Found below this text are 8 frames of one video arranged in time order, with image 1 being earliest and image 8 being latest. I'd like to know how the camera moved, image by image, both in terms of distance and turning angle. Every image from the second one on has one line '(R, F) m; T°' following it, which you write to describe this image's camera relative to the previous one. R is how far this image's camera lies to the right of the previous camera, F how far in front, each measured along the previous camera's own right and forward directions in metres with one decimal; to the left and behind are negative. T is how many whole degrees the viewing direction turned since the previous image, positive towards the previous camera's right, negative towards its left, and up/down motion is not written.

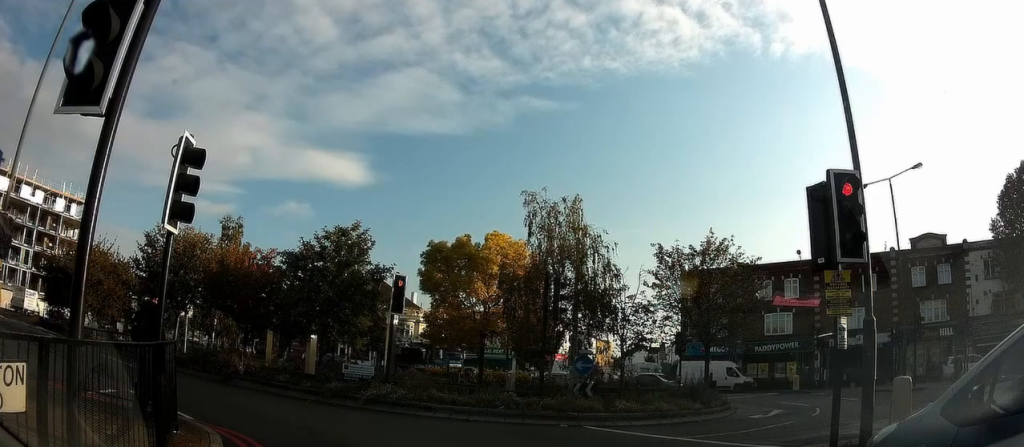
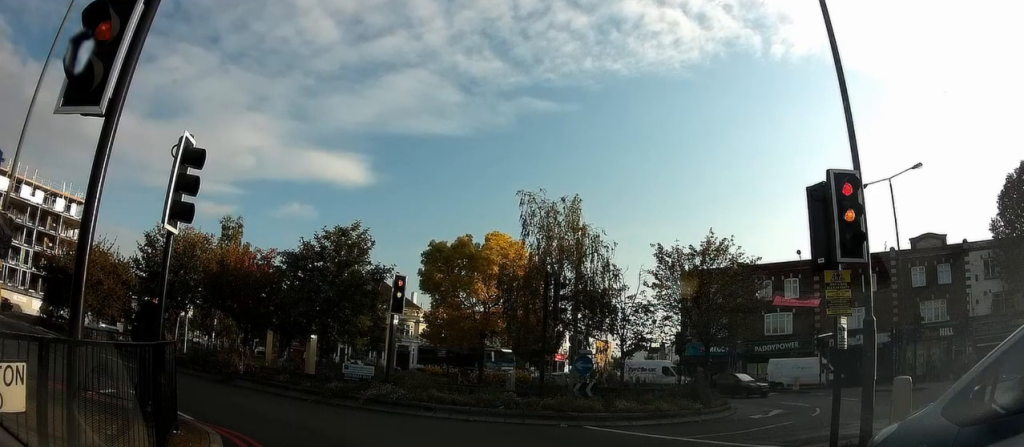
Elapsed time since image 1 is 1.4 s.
(0.0, 0.0) m; 0°
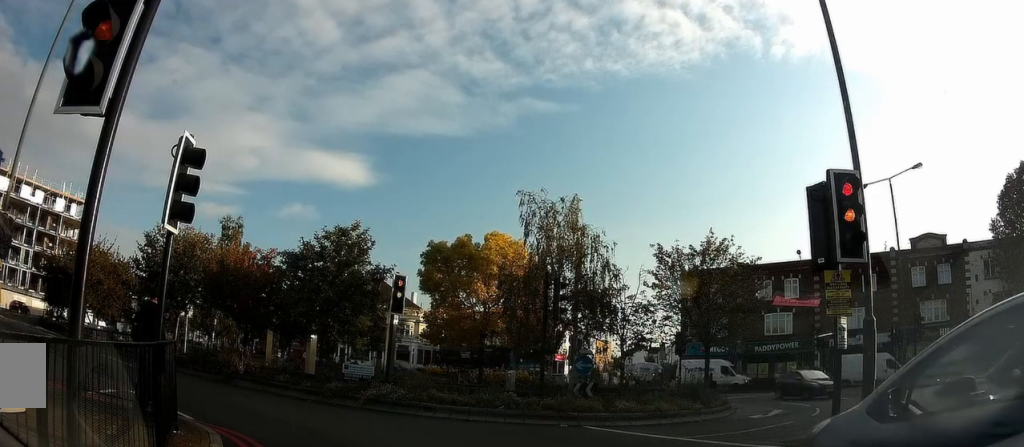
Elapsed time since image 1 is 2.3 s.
(0.0, 0.0) m; 0°
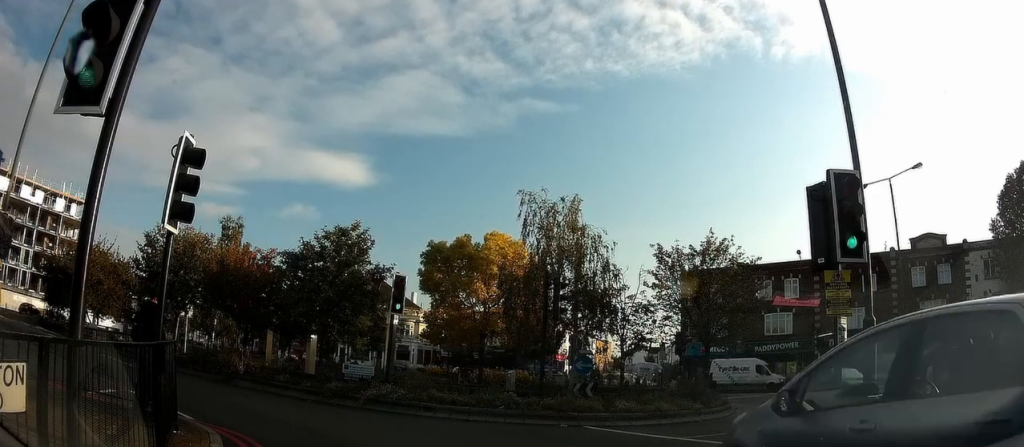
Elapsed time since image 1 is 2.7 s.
(0.0, 0.0) m; 0°
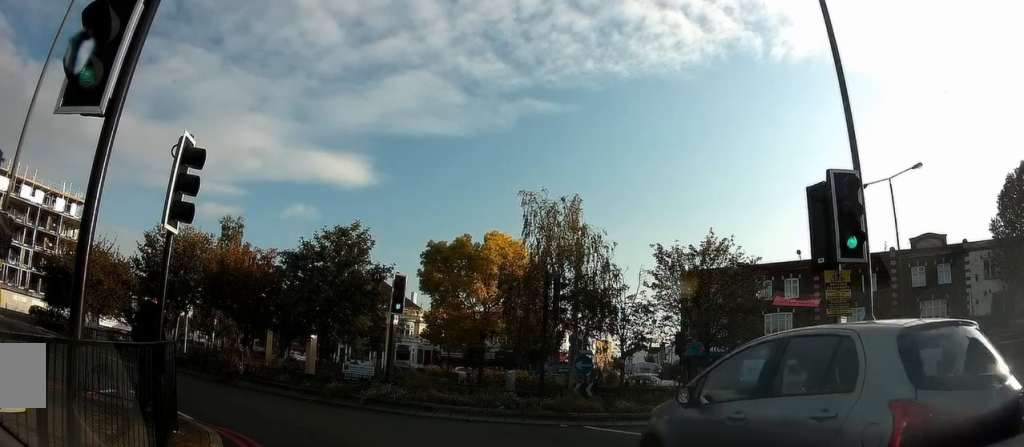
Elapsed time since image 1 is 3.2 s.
(0.0, 0.0) m; 0°
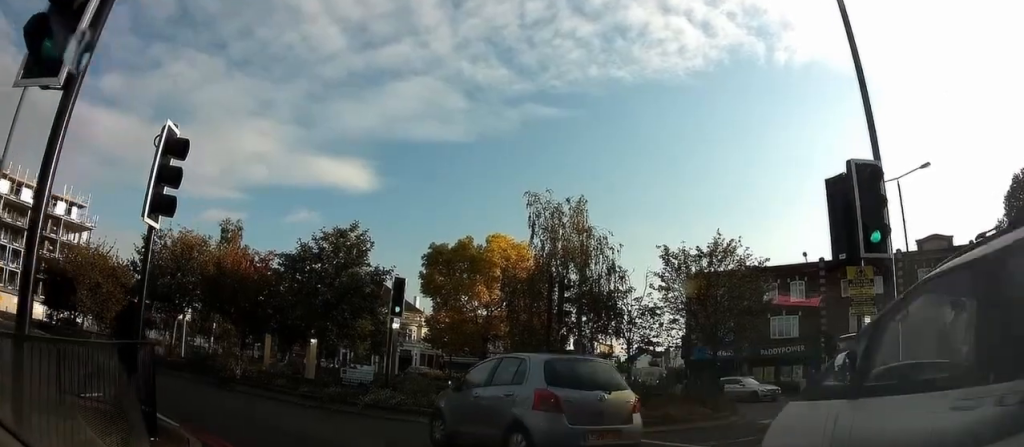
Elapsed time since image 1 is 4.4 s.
(0.0, +0.2) m; 0°
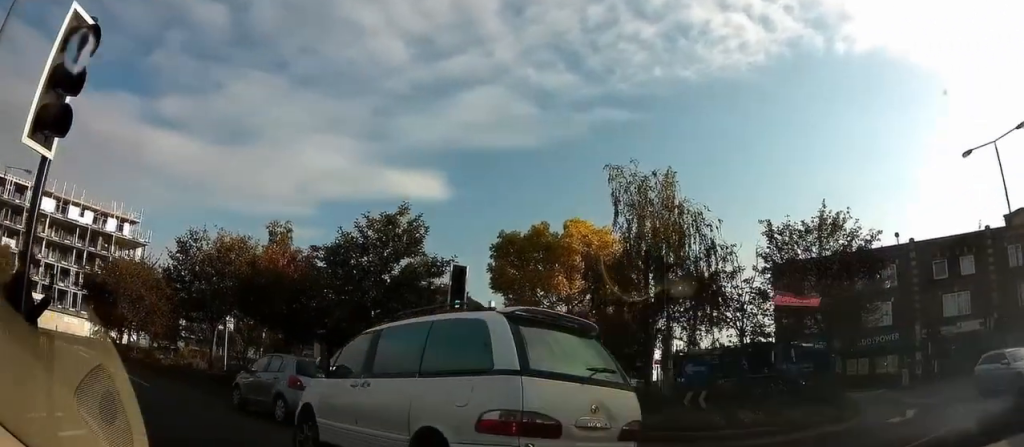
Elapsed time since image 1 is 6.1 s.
(+0.2, +2.4) m; -8°
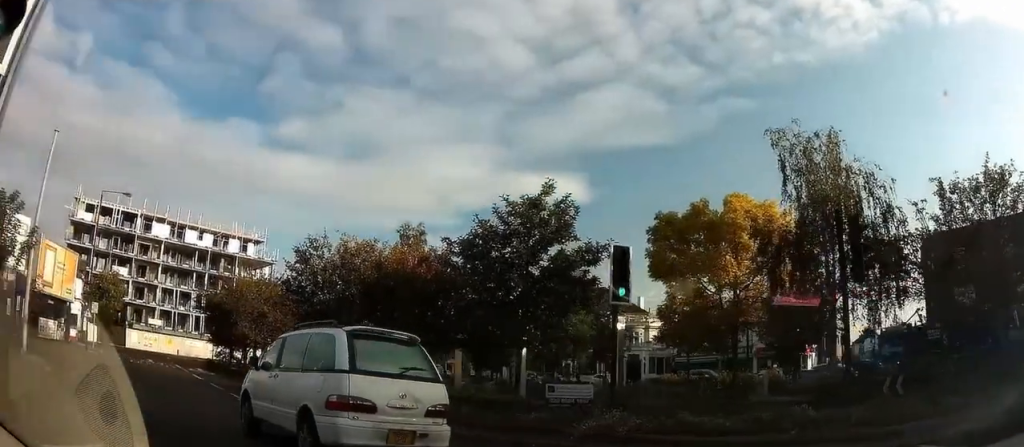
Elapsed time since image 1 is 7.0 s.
(-0.2, +1.9) m; -16°
